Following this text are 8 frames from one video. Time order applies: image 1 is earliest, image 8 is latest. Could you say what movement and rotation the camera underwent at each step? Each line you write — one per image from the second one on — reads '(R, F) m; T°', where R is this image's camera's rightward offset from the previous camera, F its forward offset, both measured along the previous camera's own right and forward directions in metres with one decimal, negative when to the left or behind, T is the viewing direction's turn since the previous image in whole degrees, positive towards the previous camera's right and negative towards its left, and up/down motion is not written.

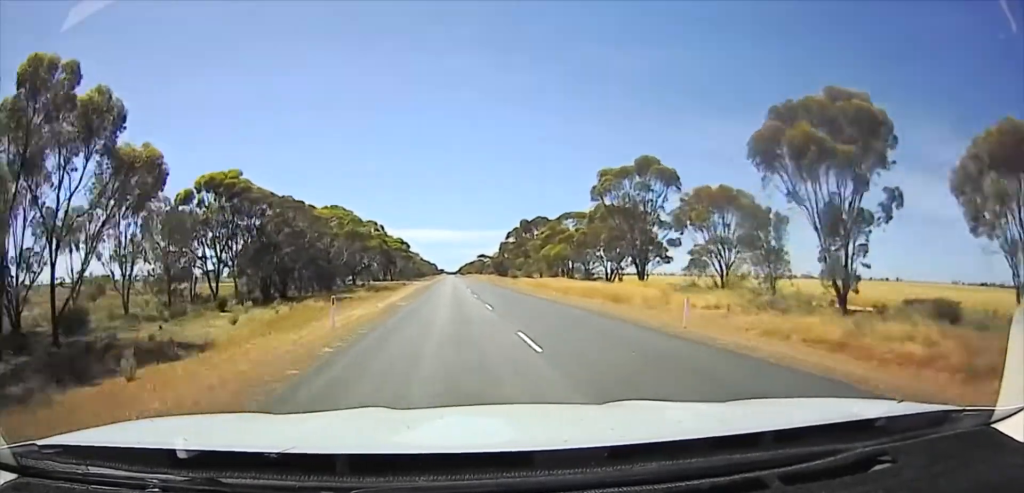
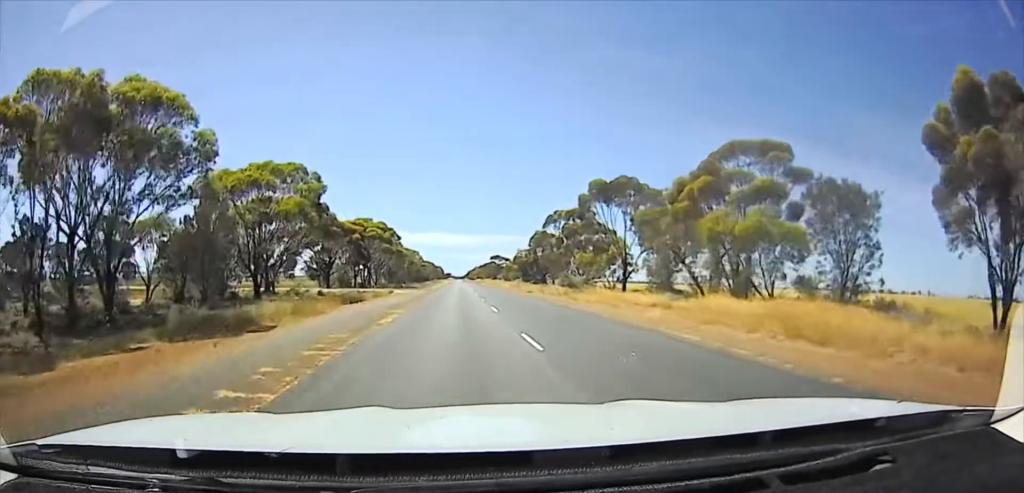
(0.0, +46.4) m; 0°
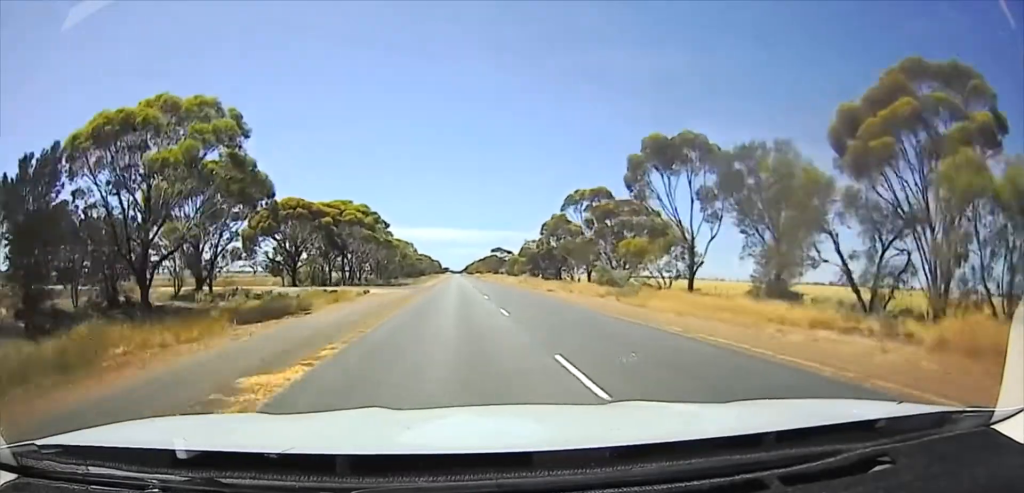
(0.0, +14.9) m; 0°
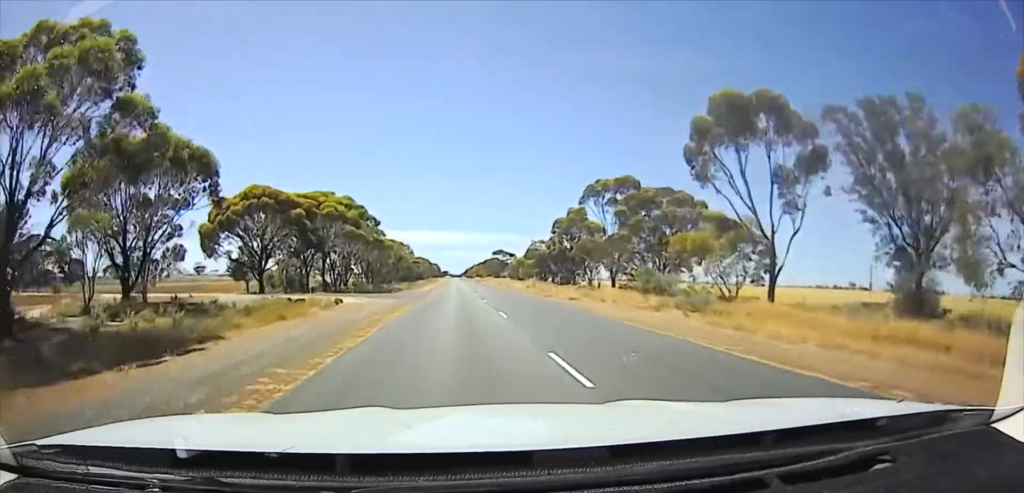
(0.0, +10.4) m; 0°
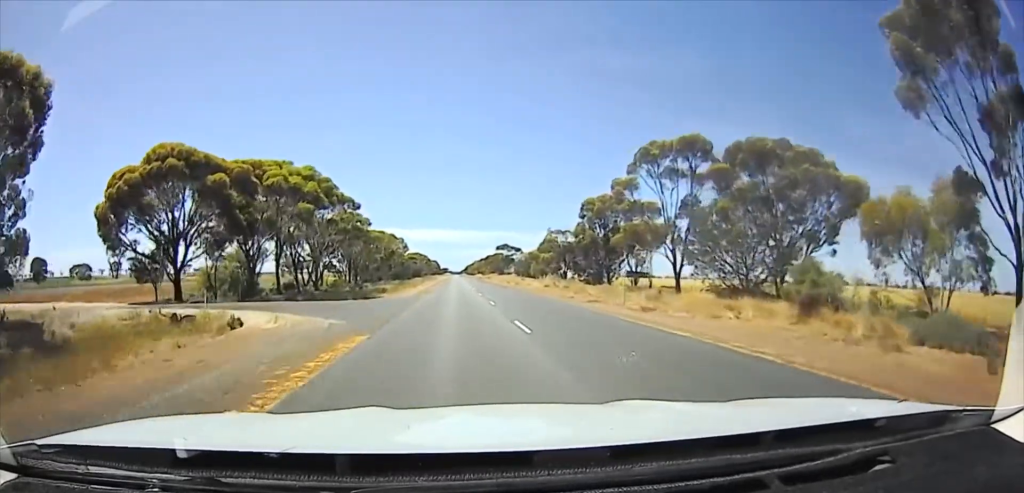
(0.0, +17.2) m; 0°
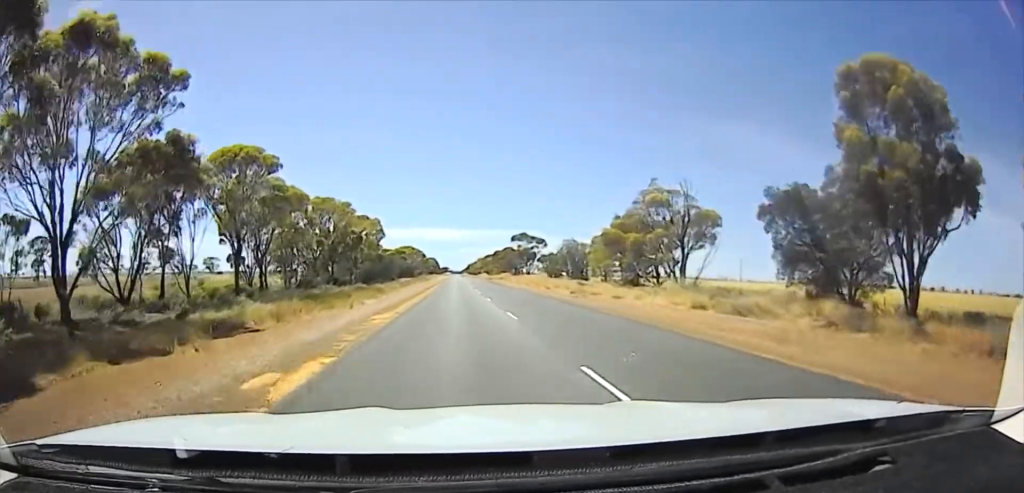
(0.0, +40.4) m; 0°
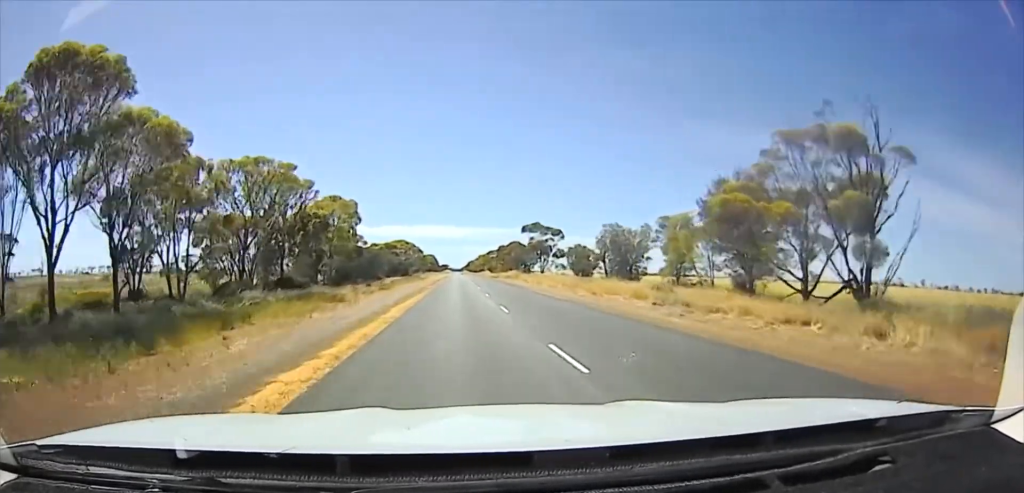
(0.0, +18.2) m; 0°
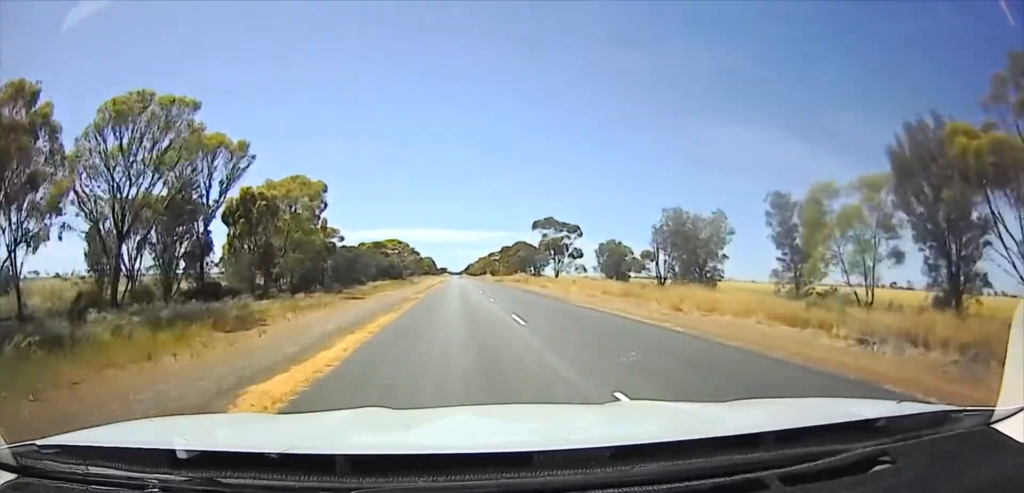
(0.0, +14.8) m; 0°
